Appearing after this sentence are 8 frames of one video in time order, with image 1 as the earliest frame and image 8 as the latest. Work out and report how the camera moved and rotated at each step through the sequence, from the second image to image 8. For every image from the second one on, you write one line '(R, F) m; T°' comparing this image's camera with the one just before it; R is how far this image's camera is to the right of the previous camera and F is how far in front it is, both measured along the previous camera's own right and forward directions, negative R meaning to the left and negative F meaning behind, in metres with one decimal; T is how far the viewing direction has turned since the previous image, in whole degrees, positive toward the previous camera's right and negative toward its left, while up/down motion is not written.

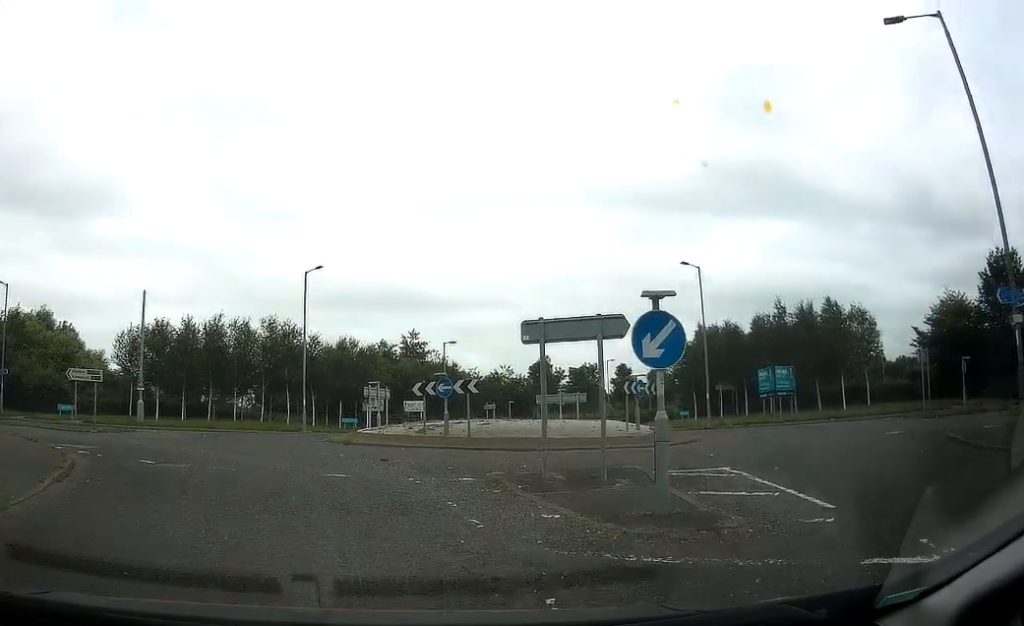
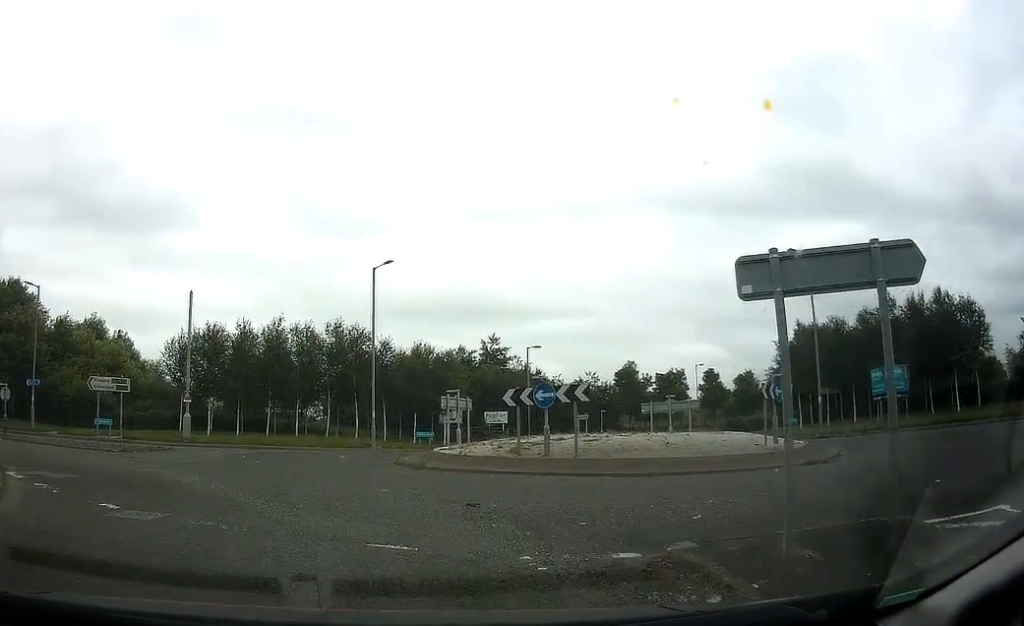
(-0.3, +5.3) m; -6°
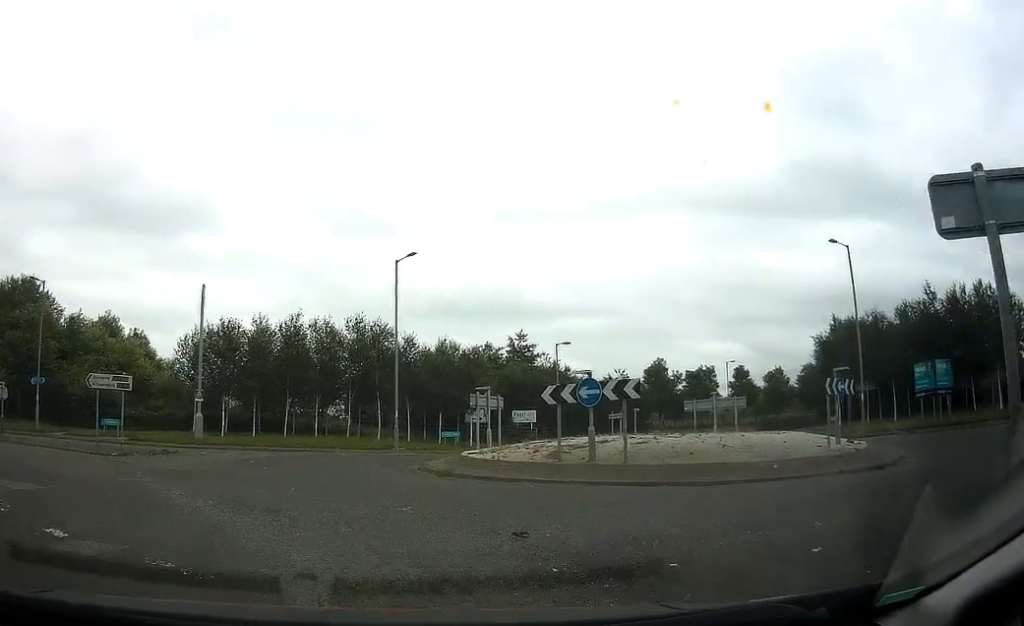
(-0.1, +2.2) m; -4°
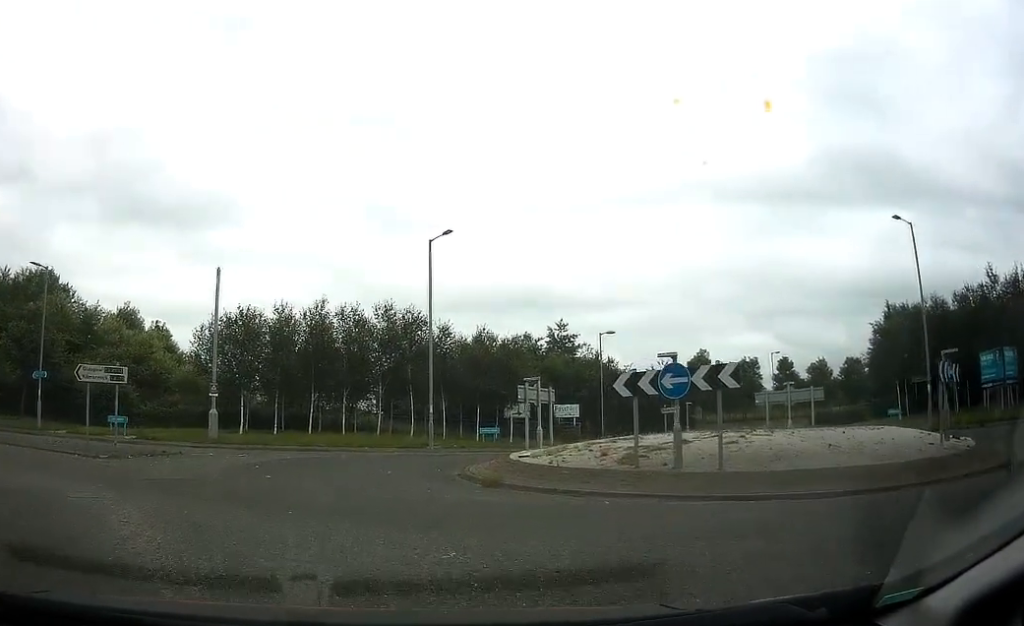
(-0.1, +3.0) m; -6°
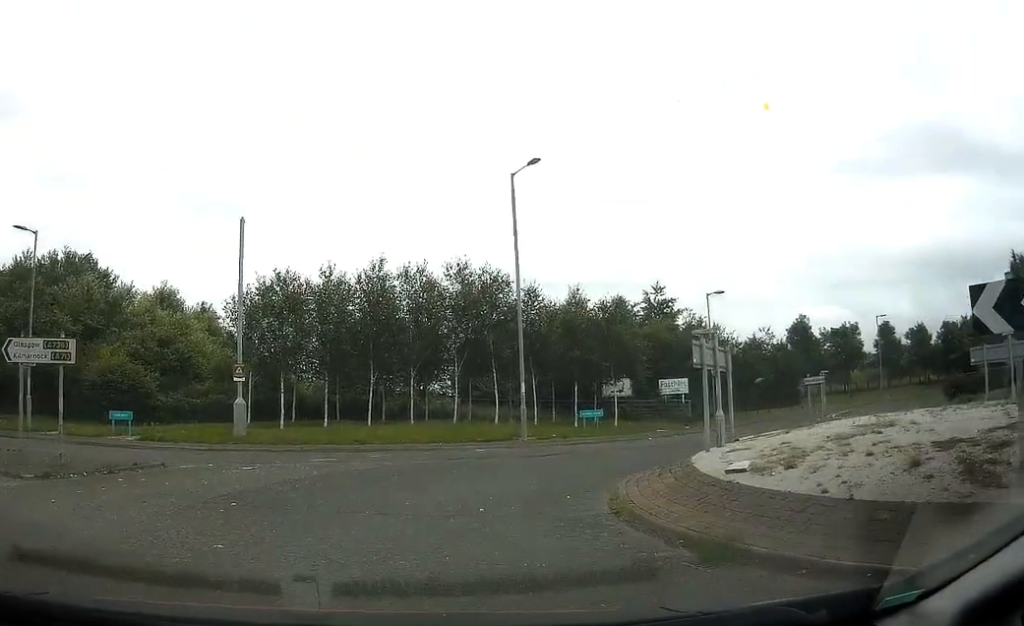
(-0.7, +6.9) m; -5°
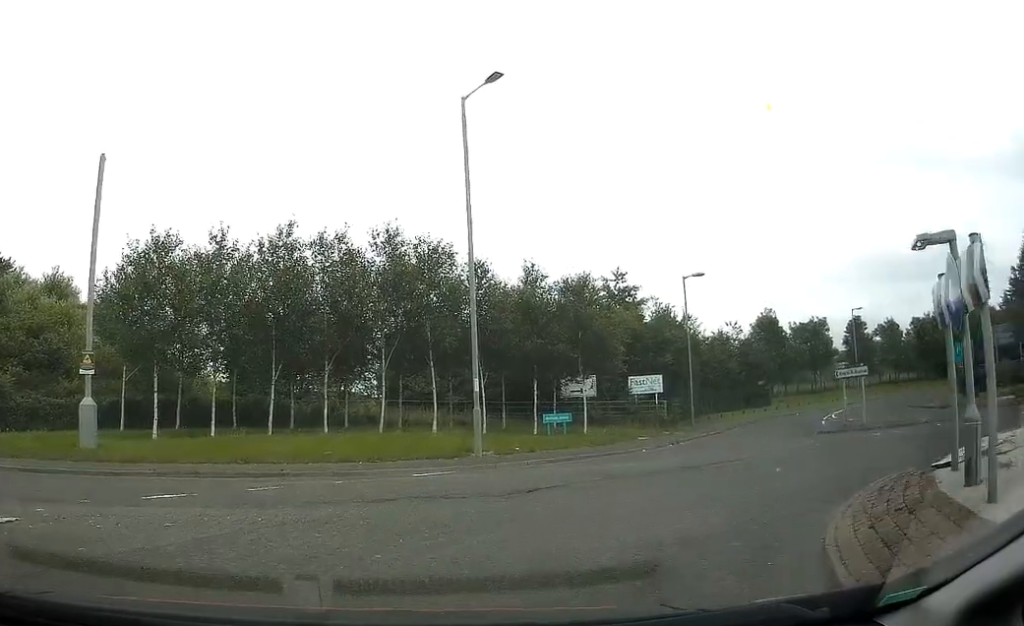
(+0.6, +7.3) m; +11°
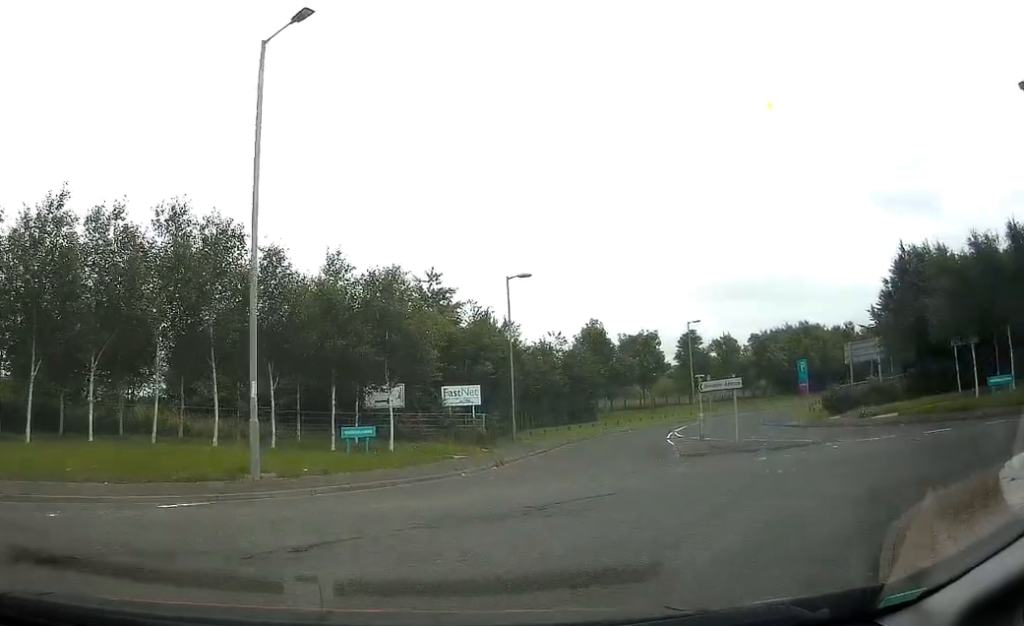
(+0.2, +3.9) m; +10°
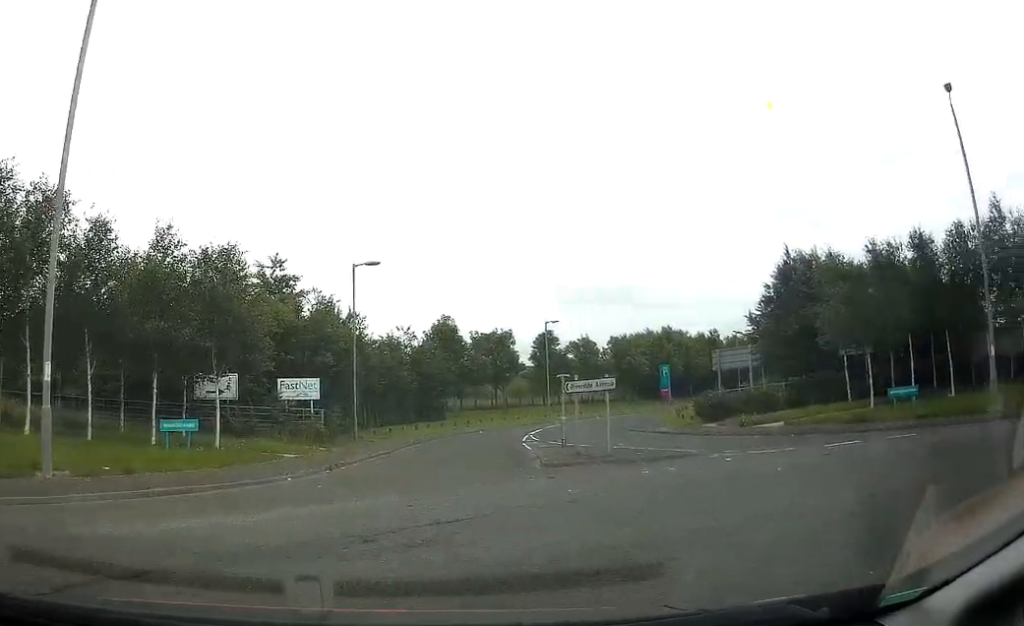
(+0.2, +2.4) m; +13°
